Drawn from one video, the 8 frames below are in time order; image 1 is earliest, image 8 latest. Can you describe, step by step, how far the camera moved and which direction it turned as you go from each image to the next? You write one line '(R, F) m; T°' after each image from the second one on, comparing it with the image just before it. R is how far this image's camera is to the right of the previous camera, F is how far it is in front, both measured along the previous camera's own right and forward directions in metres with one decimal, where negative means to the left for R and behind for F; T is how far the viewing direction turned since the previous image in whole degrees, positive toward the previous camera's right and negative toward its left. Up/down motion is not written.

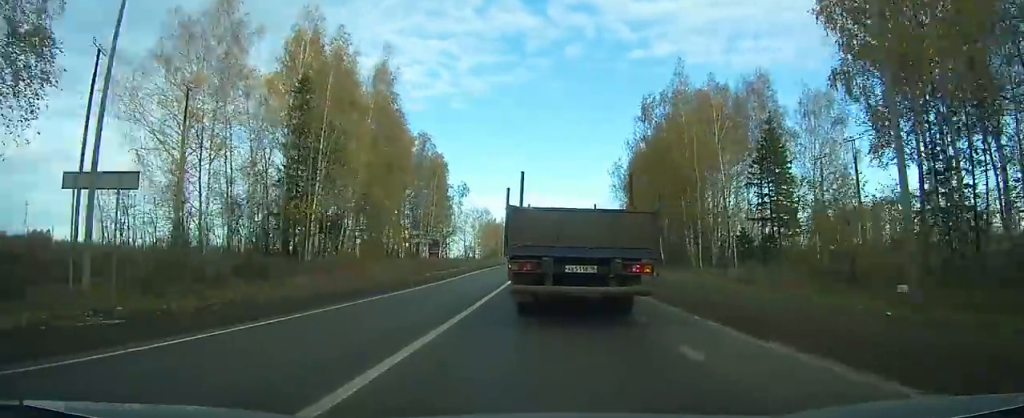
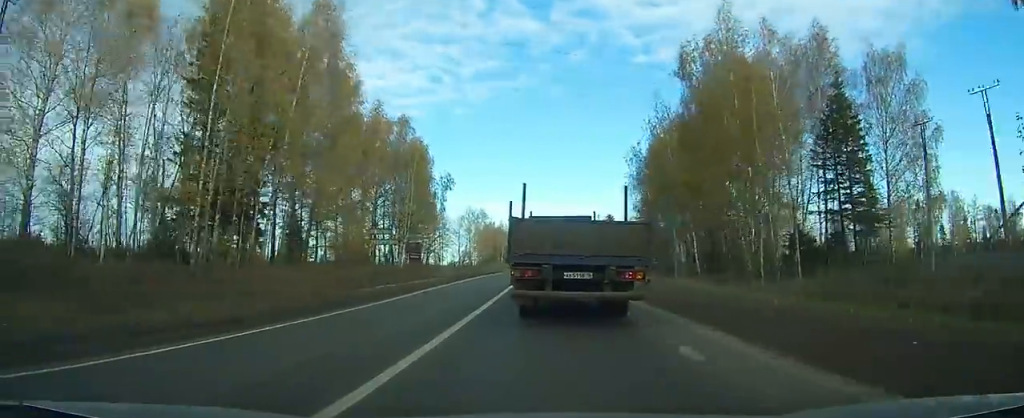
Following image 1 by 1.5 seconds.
(-0.1, +14.8) m; -1°
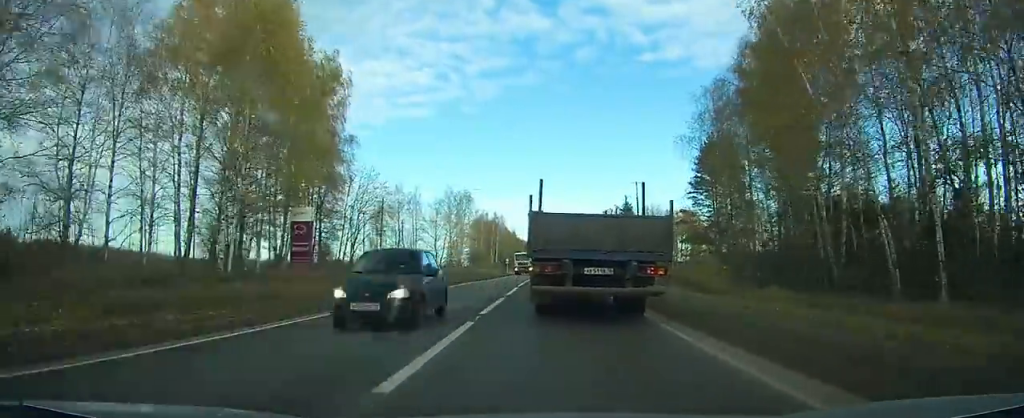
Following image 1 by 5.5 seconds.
(-0.5, +39.6) m; 0°
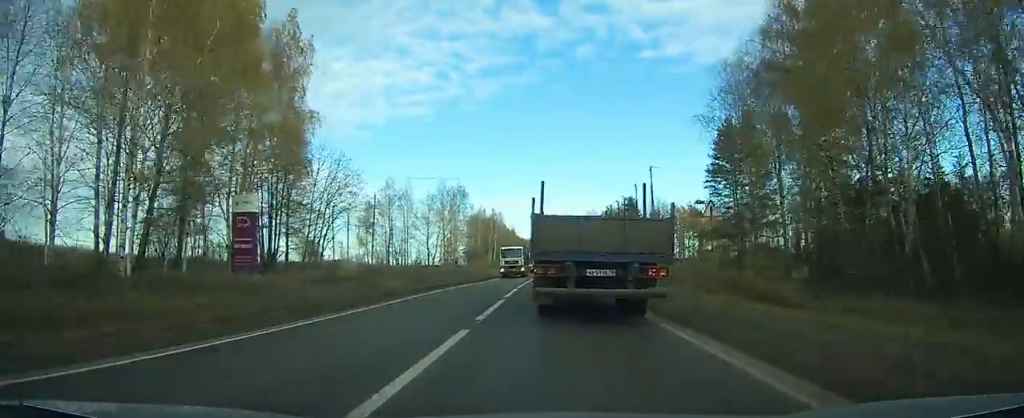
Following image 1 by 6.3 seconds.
(0.0, +9.0) m; 0°
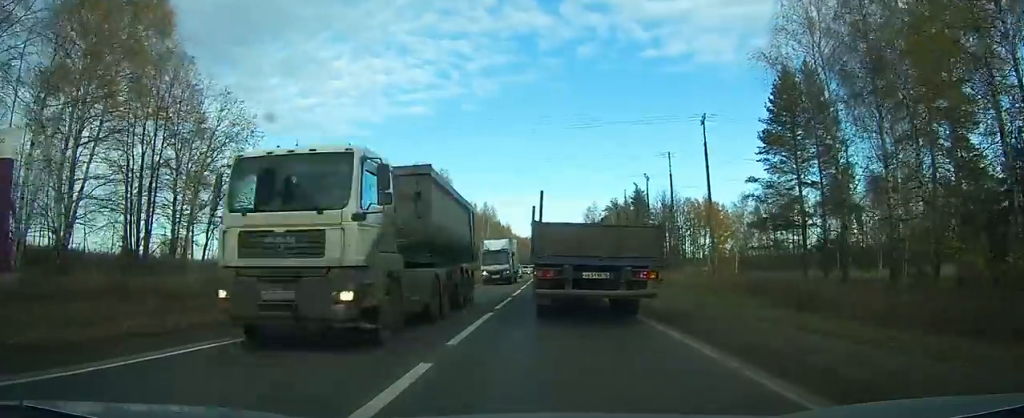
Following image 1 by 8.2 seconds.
(+0.1, +19.8) m; 0°
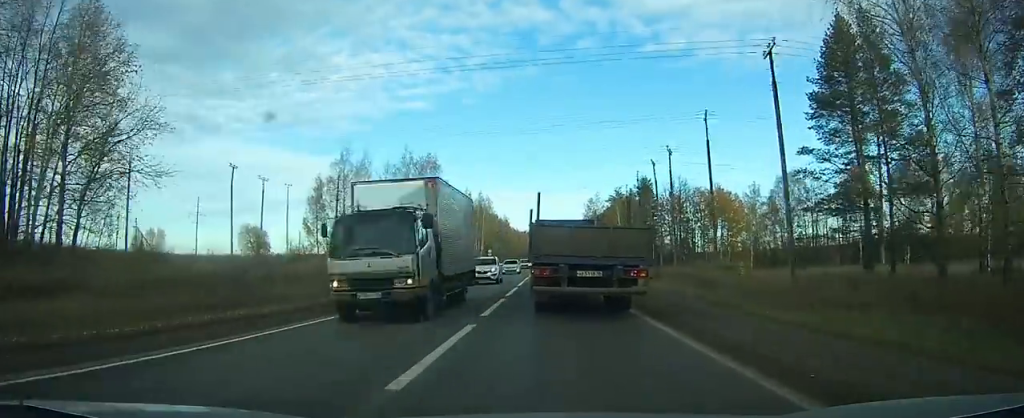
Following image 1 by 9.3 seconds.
(-0.1, +11.8) m; 0°
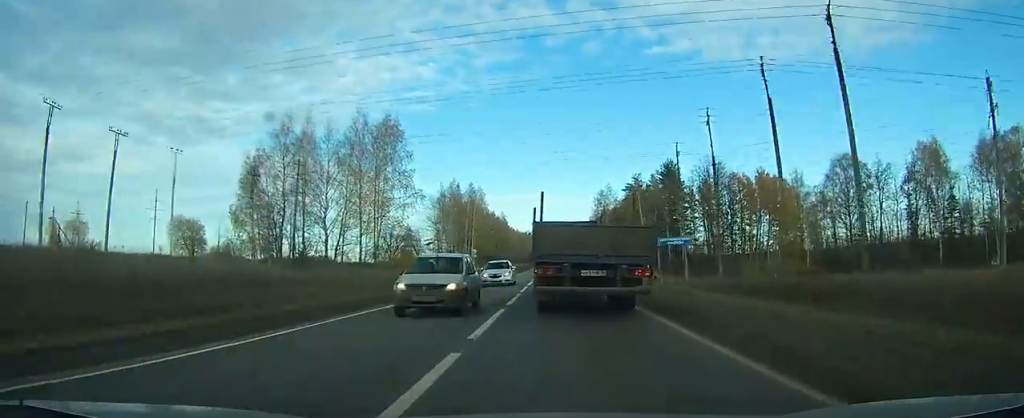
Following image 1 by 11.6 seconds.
(-0.1, +26.8) m; 0°
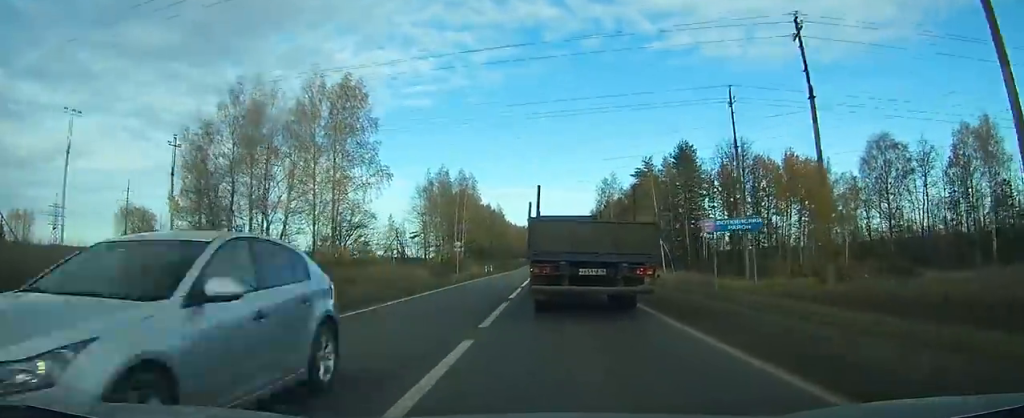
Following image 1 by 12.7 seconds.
(0.0, +13.6) m; 0°
